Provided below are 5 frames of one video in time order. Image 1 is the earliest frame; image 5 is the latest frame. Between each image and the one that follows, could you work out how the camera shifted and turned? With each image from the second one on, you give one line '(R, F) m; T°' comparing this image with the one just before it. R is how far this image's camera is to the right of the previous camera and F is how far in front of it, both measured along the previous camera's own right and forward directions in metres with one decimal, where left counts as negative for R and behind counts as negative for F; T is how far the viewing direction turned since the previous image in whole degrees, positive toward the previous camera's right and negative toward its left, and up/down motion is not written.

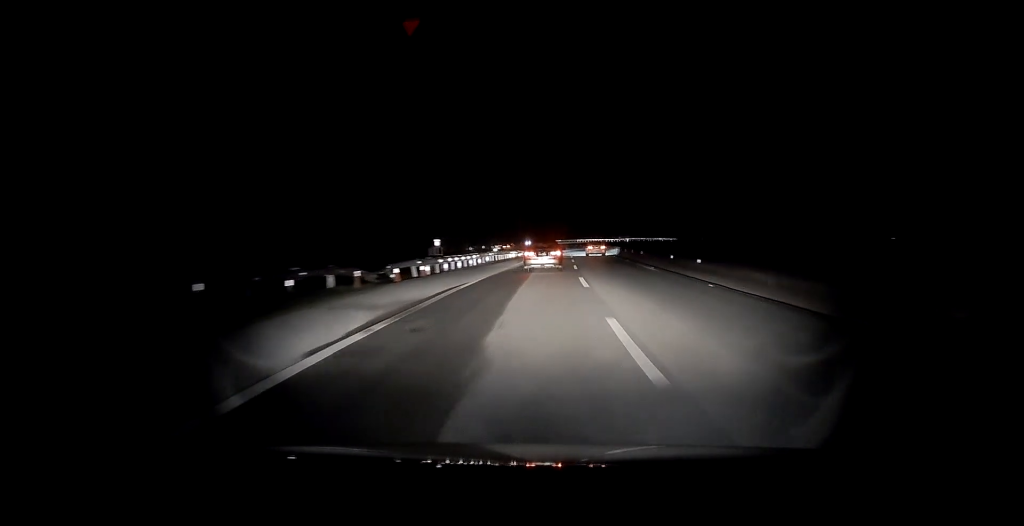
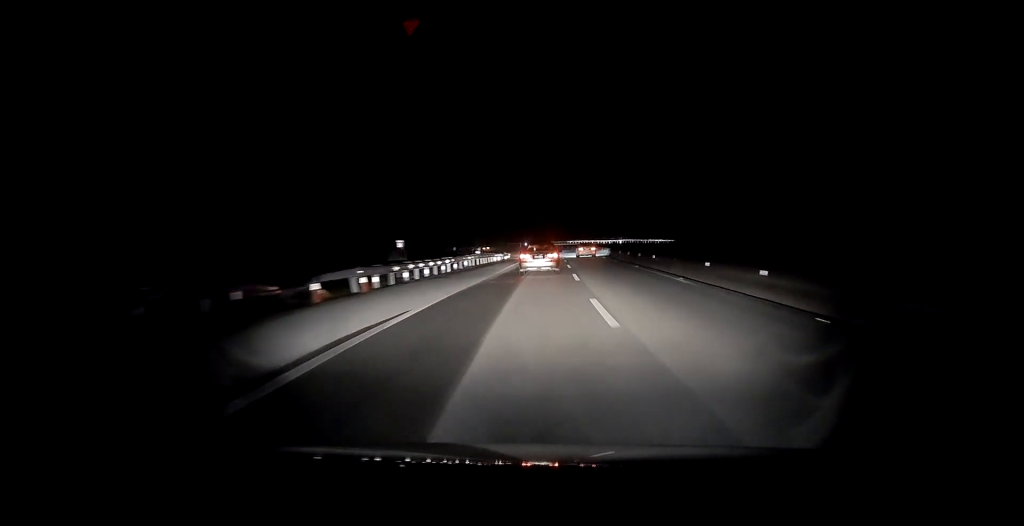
(+0.1, +7.7) m; +1°
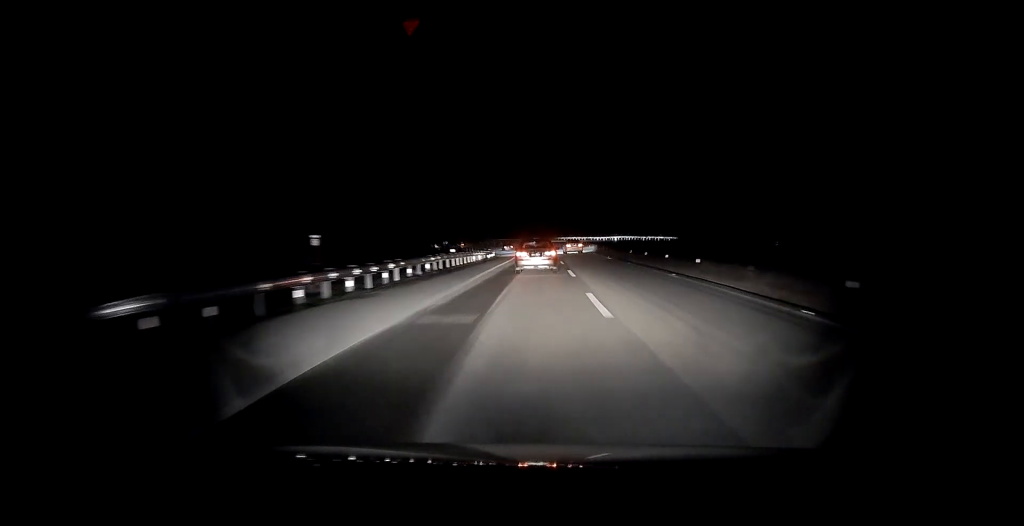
(+0.1, +10.8) m; +1°
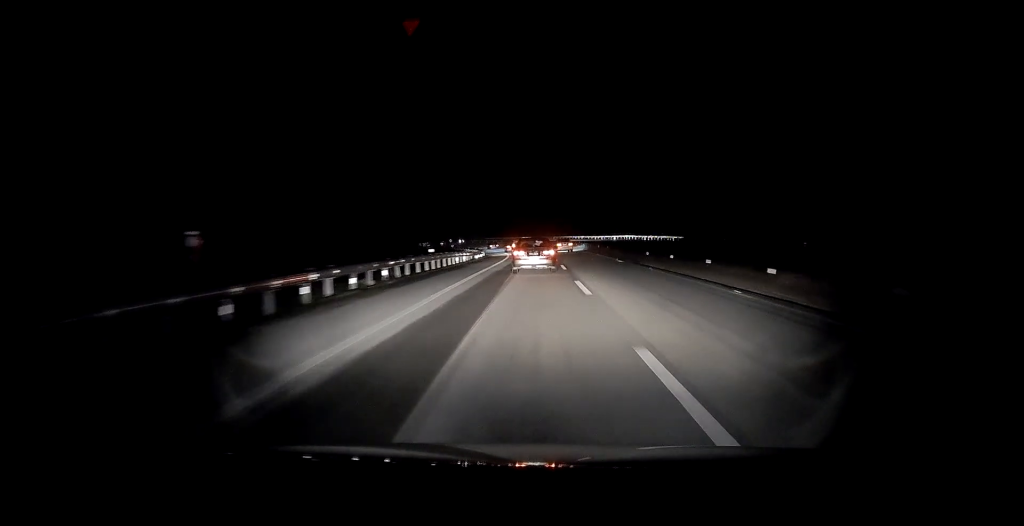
(0.0, +7.7) m; +1°
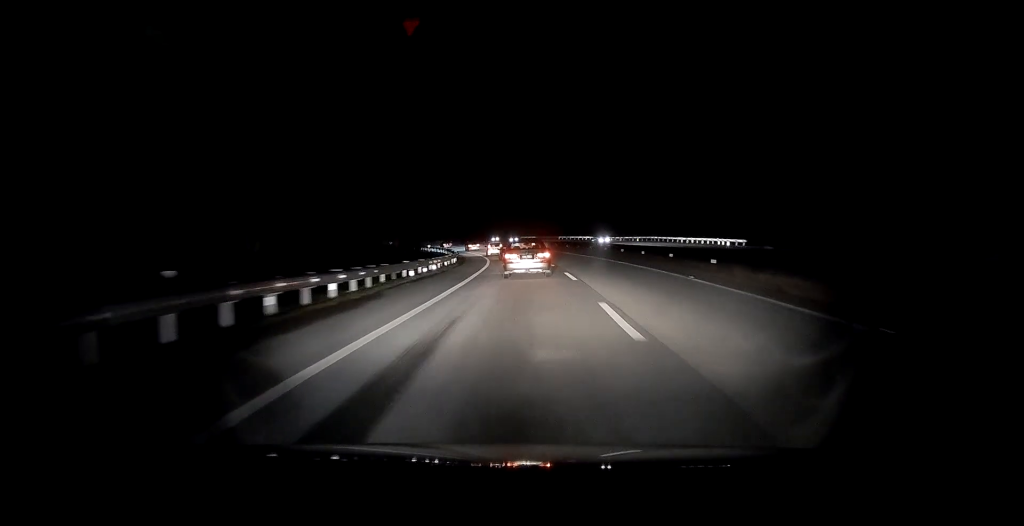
(+0.3, +30.4) m; +1°
